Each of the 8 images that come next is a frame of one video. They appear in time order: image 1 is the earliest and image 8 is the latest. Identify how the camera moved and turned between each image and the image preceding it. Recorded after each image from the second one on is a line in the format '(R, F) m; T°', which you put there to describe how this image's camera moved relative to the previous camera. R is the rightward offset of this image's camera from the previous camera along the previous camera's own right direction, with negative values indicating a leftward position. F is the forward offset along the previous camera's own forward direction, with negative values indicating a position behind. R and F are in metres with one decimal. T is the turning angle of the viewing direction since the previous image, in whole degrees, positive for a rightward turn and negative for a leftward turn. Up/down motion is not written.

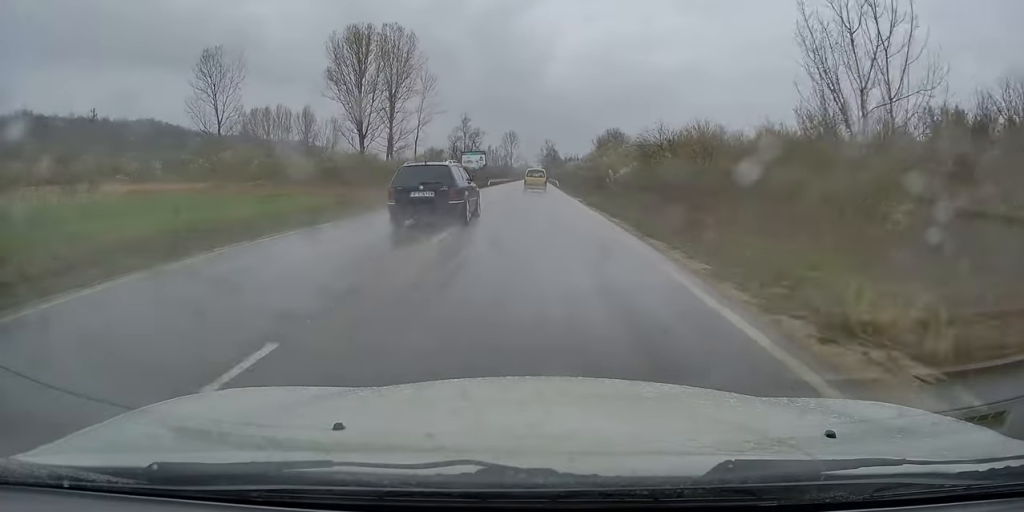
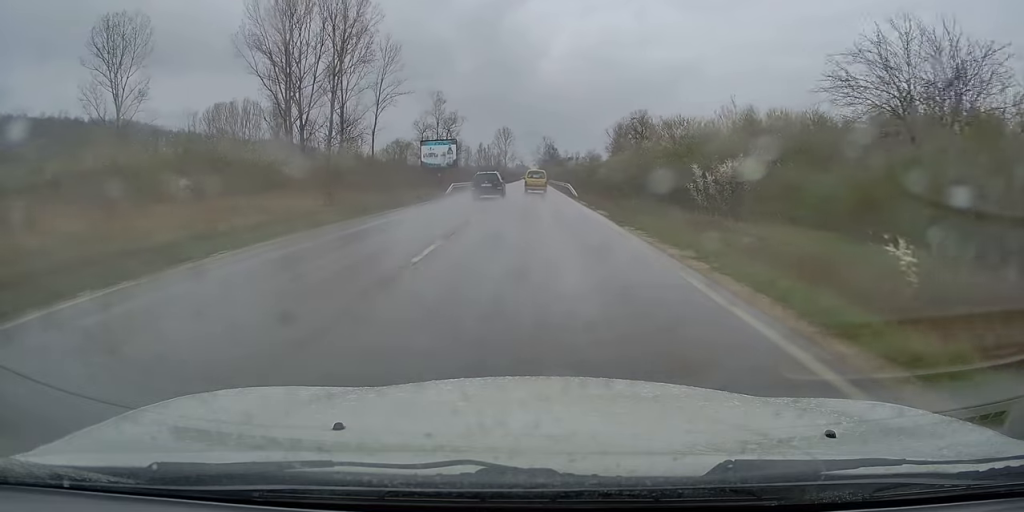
(-0.7, +37.7) m; -1°
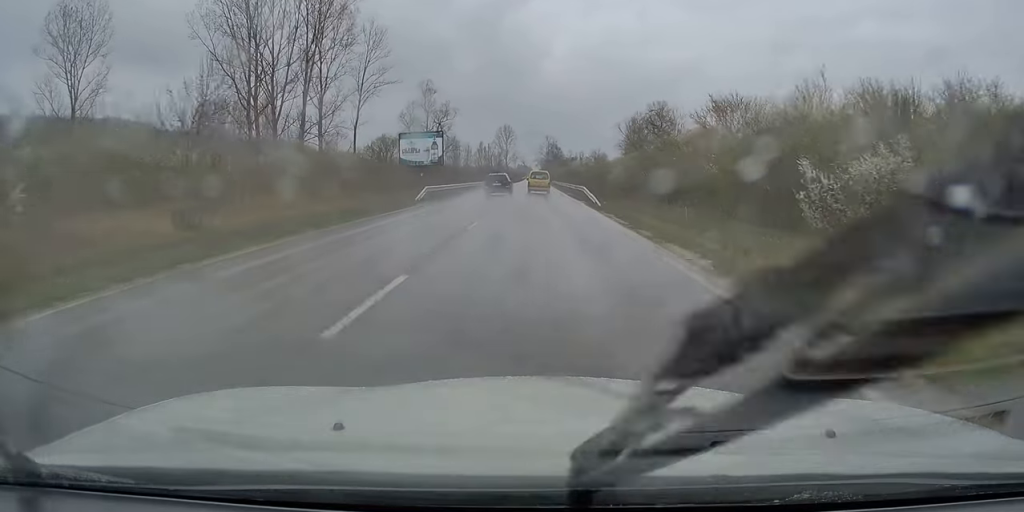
(+0.1, +13.3) m; 0°
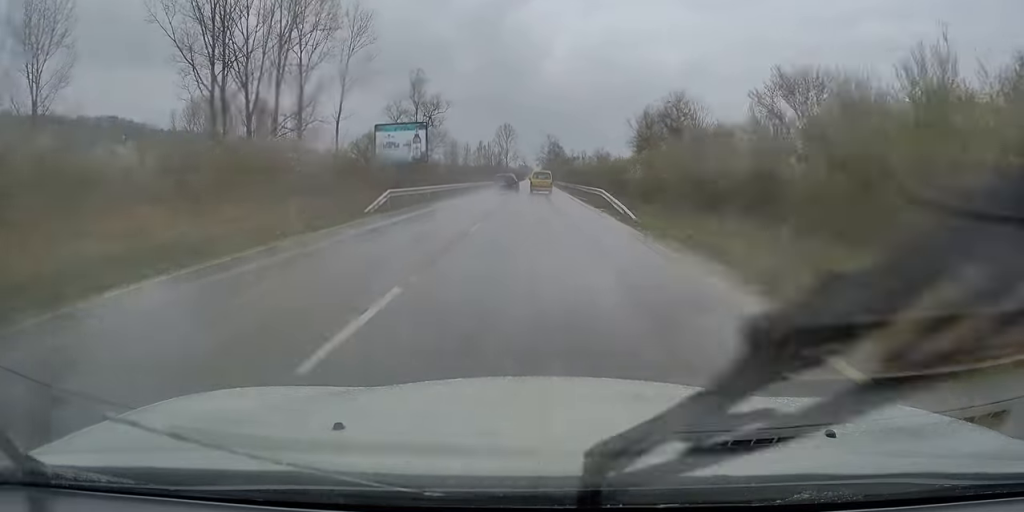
(+0.1, +9.8) m; 0°
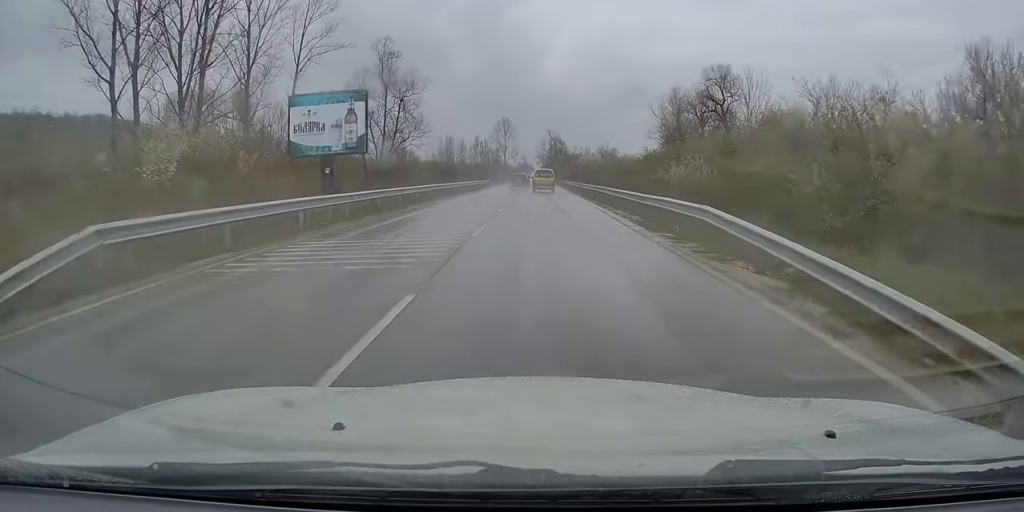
(0.0, +18.5) m; 0°
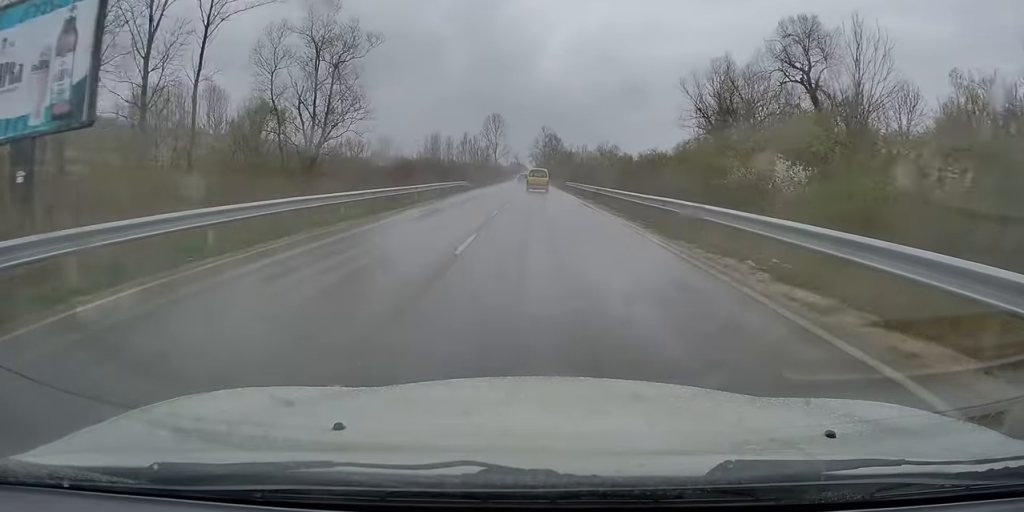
(-0.1, +20.6) m; +1°
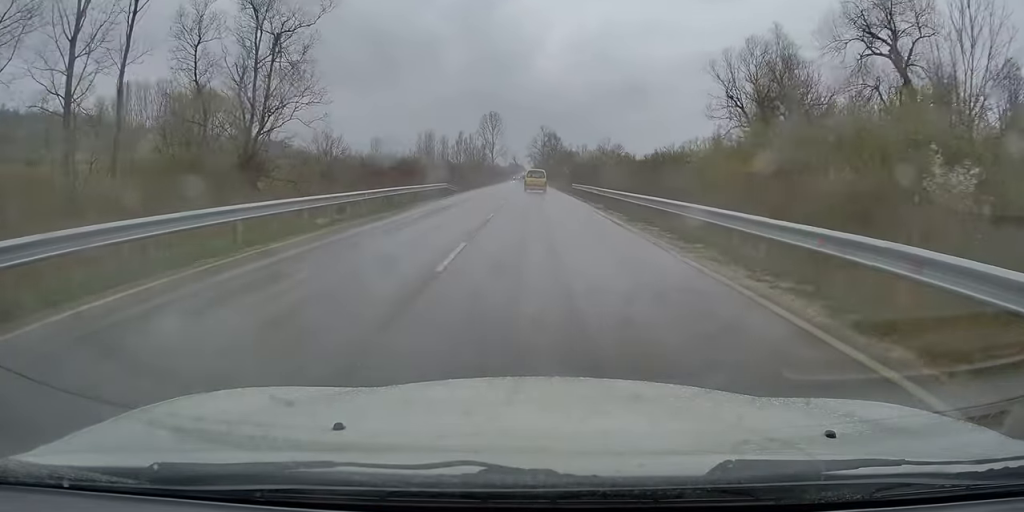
(+0.2, +10.7) m; 0°
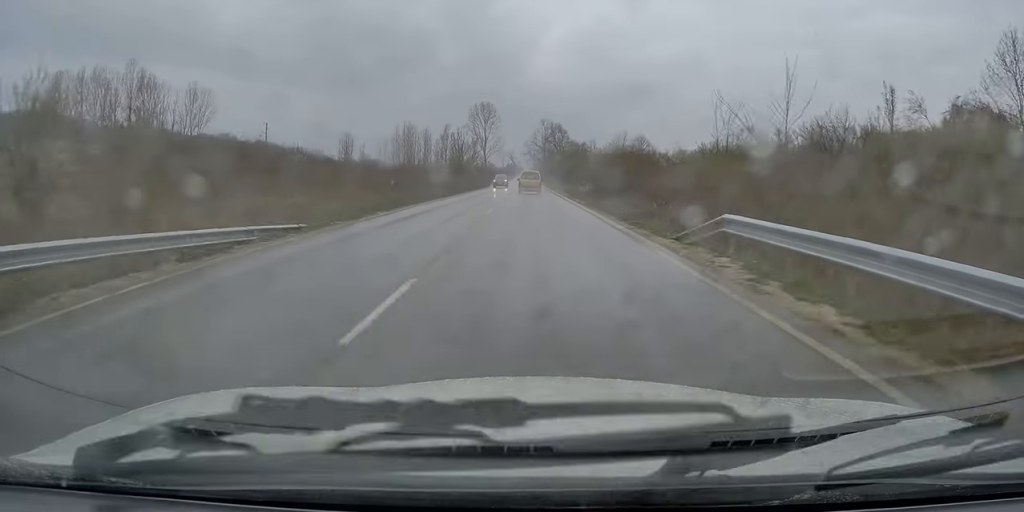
(-0.2, +39.4) m; -1°
